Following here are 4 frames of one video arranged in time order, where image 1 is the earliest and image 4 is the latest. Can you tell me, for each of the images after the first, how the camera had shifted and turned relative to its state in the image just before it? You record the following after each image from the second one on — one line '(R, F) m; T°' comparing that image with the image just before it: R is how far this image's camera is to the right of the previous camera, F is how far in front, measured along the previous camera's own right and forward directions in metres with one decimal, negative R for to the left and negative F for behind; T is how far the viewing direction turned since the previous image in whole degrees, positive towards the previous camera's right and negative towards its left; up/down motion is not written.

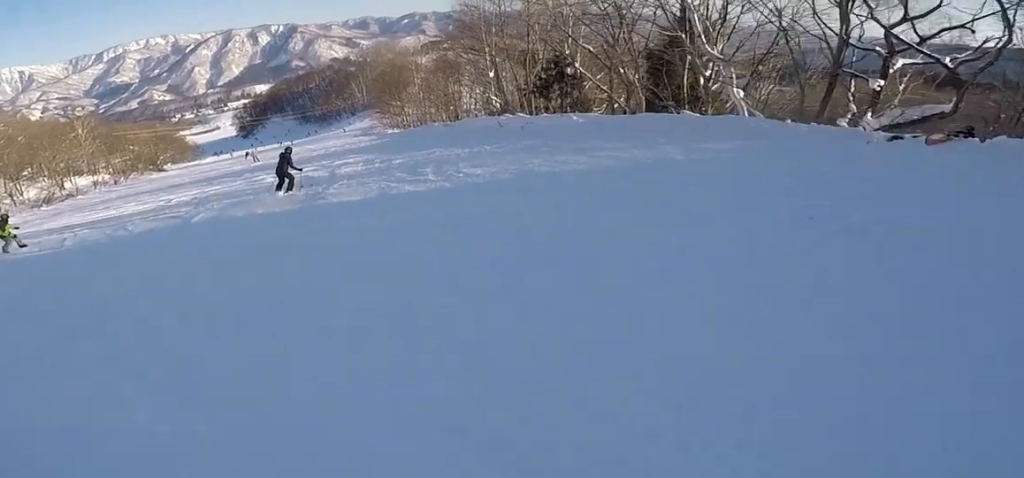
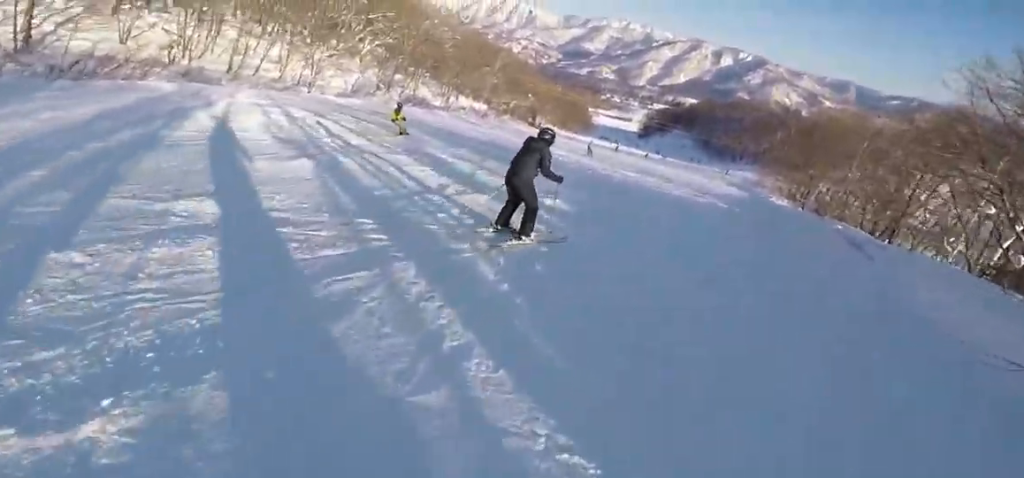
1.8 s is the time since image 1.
(-3.8, +13.5) m; -22°
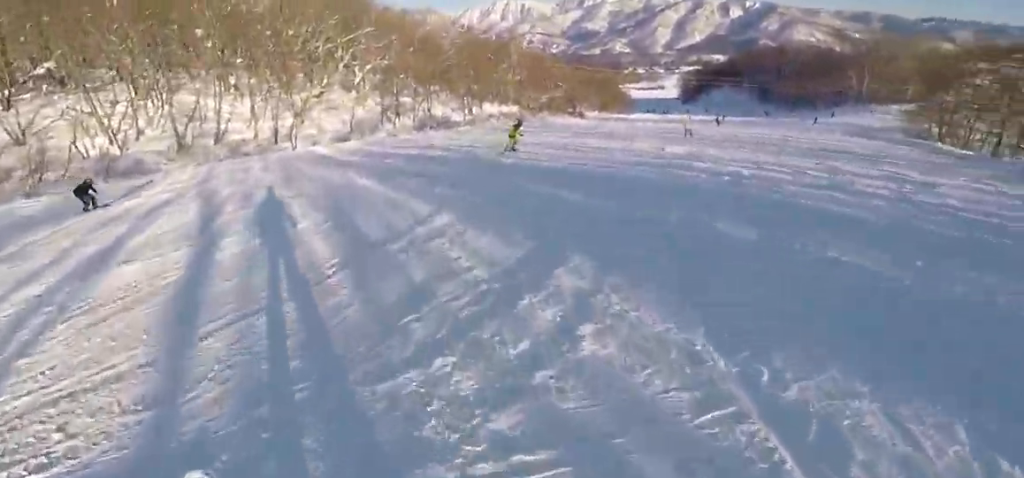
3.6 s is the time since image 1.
(+0.3, +13.6) m; +13°
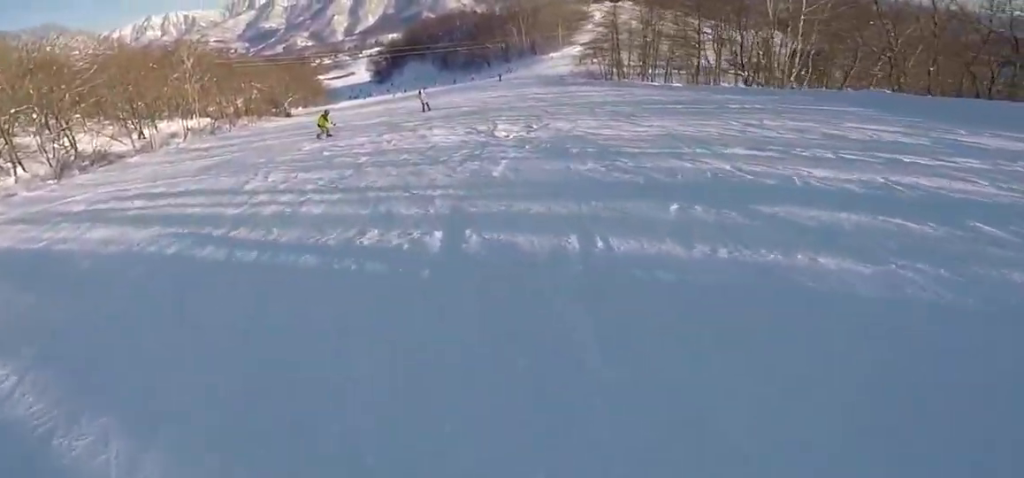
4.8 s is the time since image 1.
(+2.0, +8.3) m; +19°
